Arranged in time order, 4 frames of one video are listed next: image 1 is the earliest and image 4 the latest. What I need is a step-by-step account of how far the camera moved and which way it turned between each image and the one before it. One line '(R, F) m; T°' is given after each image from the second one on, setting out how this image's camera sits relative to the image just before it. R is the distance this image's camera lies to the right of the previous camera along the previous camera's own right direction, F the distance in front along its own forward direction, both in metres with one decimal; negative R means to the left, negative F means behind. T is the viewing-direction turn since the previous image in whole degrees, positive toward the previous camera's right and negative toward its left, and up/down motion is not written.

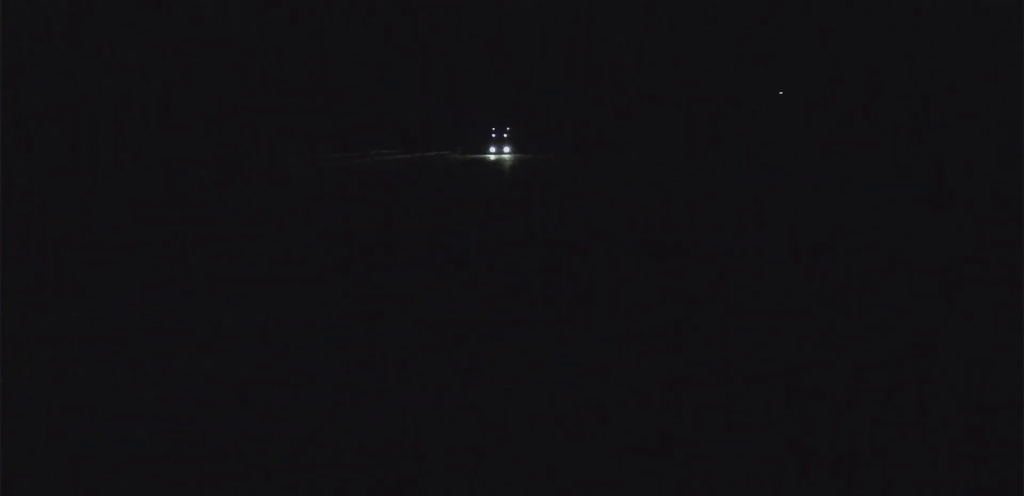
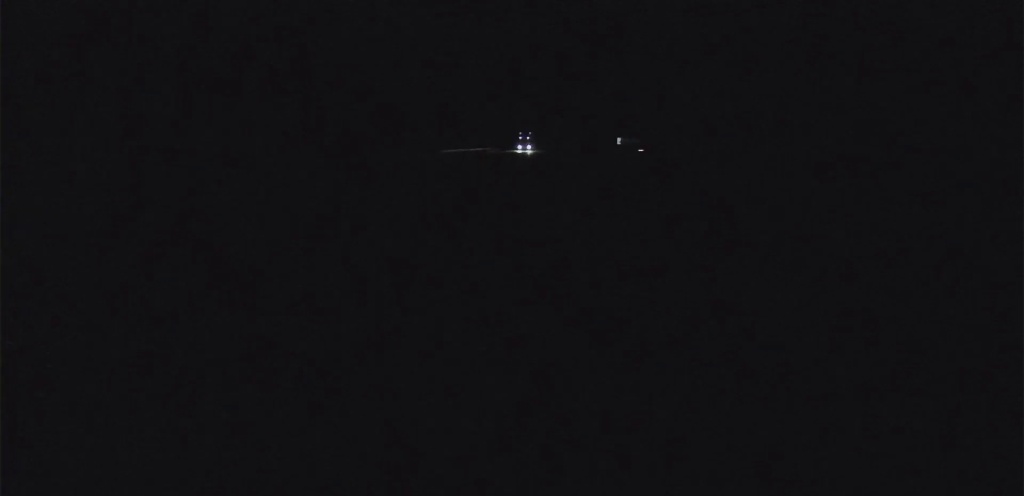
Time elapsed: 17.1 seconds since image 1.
(-65.4, +452.2) m; -14°
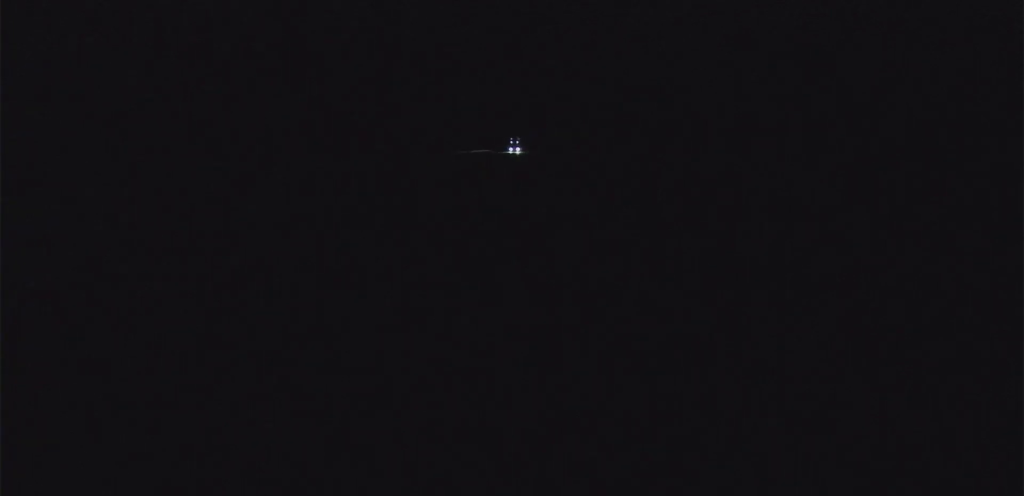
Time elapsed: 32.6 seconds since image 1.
(-35.1, +418.6) m; -9°
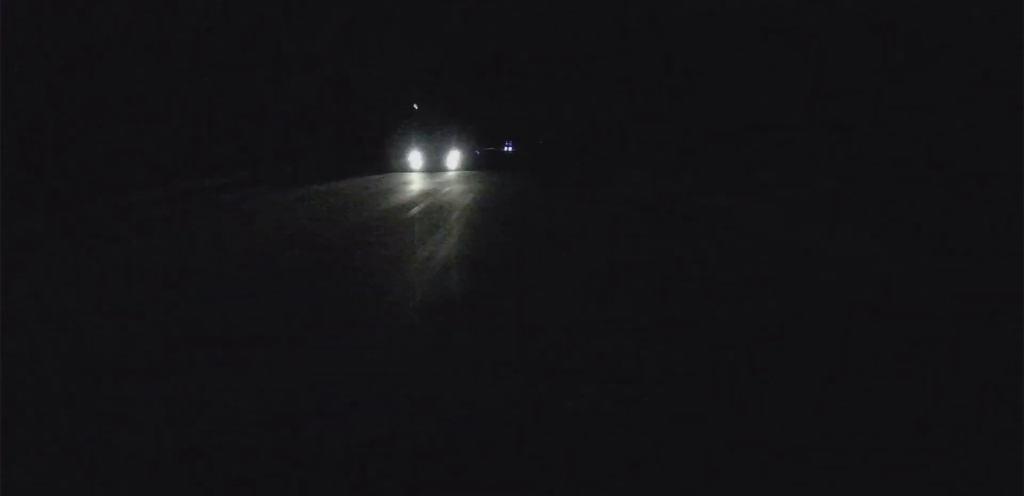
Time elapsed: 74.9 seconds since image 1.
(-167.1, +1172.7) m; -10°
